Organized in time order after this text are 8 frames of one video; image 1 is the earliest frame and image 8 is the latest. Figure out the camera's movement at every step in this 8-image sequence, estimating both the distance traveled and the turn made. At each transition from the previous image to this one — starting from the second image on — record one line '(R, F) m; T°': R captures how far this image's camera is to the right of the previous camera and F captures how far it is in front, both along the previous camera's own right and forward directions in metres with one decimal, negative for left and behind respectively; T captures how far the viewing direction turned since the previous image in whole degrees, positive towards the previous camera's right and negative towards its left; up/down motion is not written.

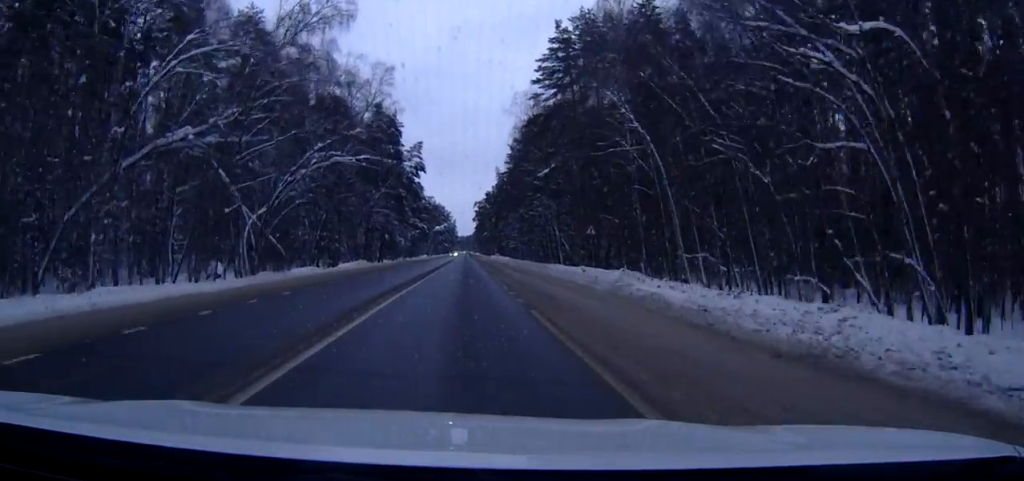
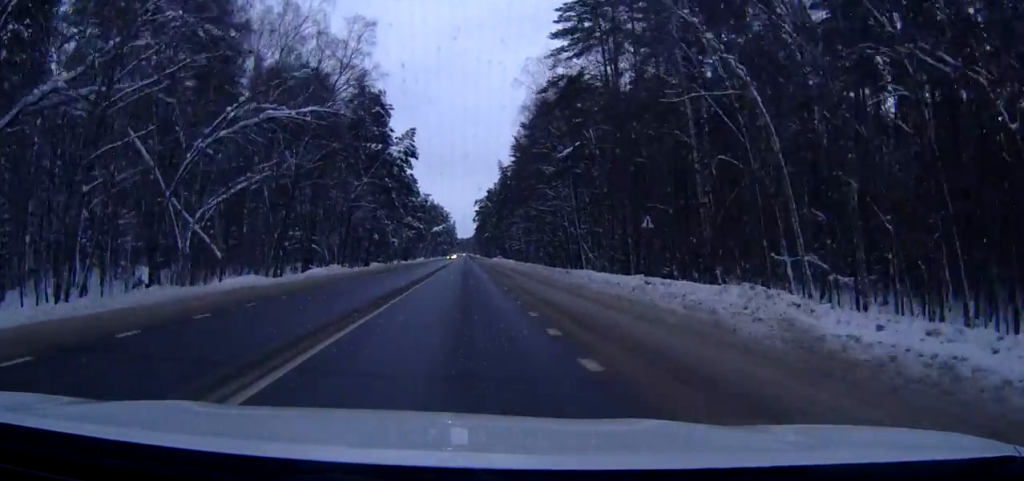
(-0.1, +16.2) m; 0°
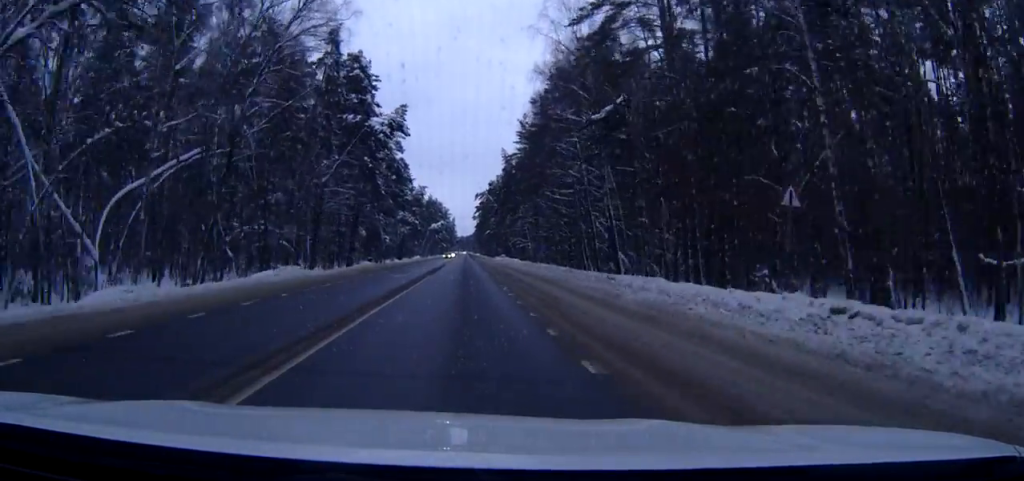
(0.0, +16.2) m; 0°
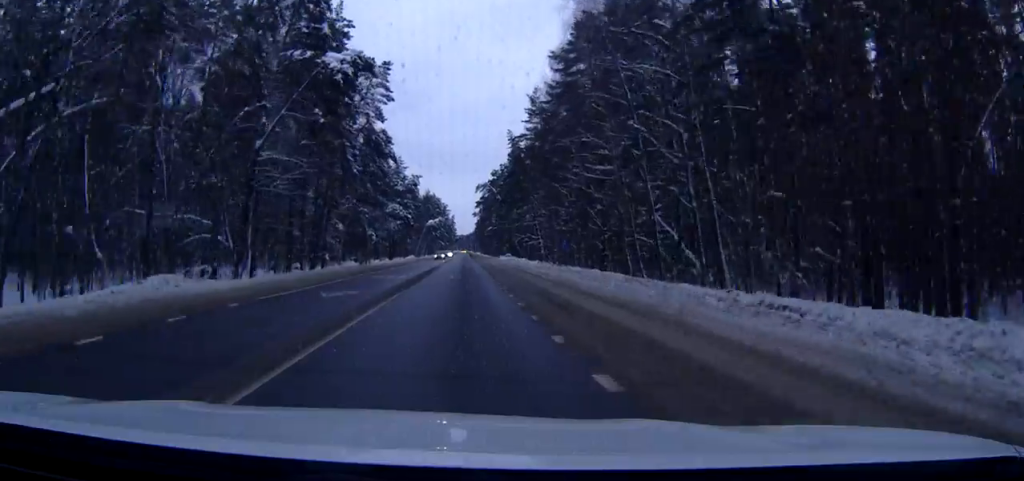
(0.0, +21.2) m; 0°
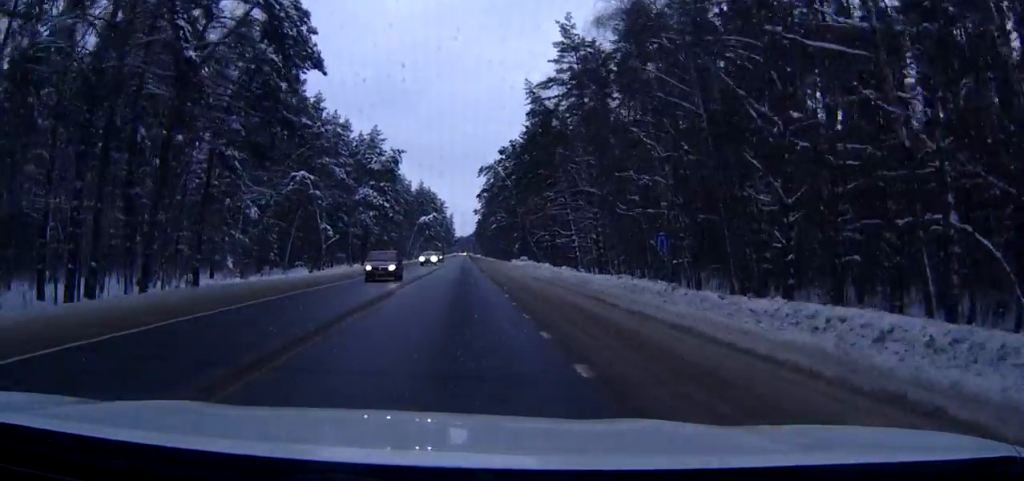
(-0.4, +38.9) m; 0°
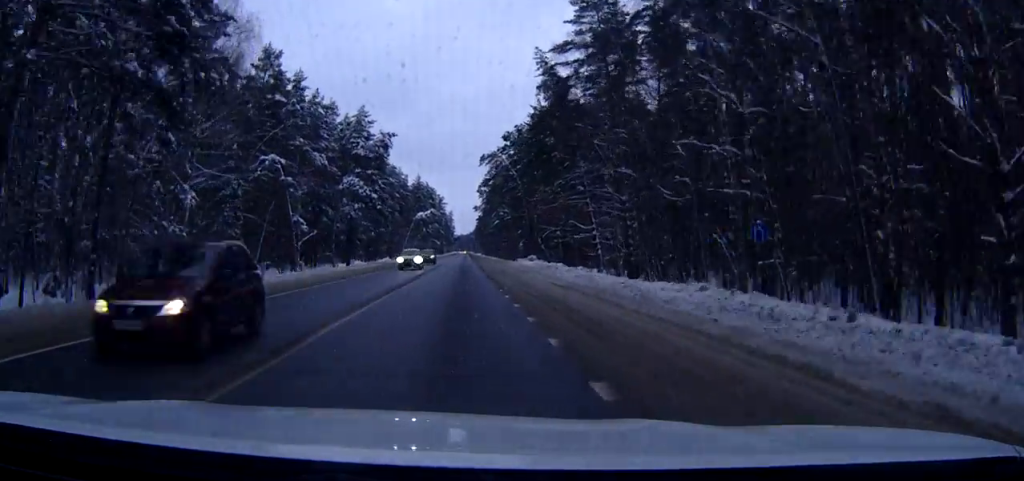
(+0.2, +13.4) m; +1°
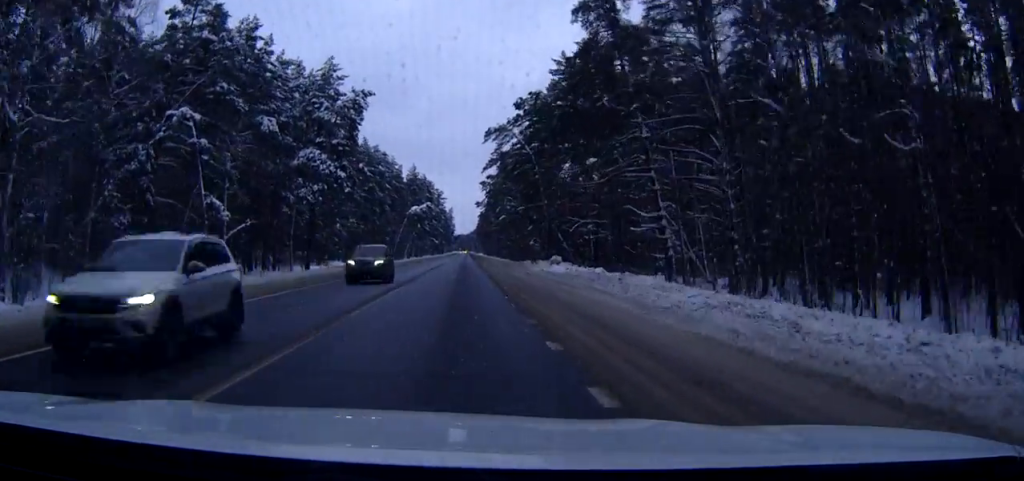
(+0.1, +24.1) m; 0°
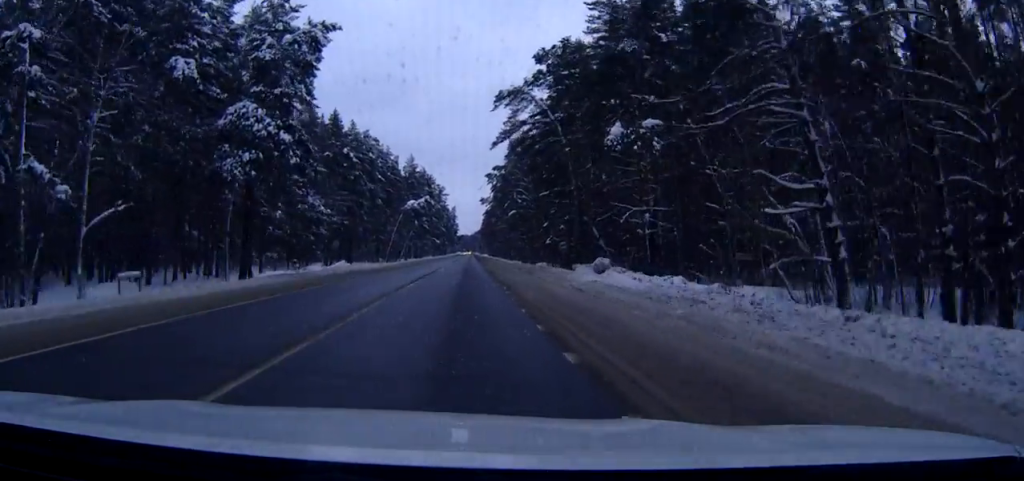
(-0.1, +21.3) m; 0°
